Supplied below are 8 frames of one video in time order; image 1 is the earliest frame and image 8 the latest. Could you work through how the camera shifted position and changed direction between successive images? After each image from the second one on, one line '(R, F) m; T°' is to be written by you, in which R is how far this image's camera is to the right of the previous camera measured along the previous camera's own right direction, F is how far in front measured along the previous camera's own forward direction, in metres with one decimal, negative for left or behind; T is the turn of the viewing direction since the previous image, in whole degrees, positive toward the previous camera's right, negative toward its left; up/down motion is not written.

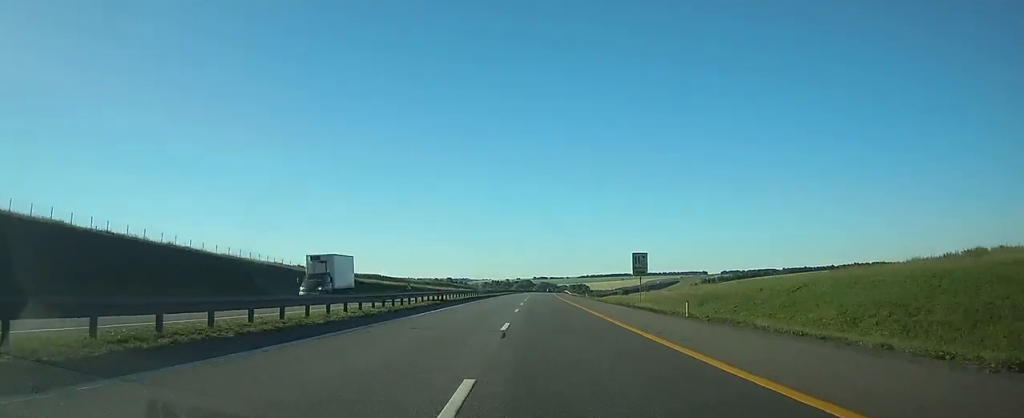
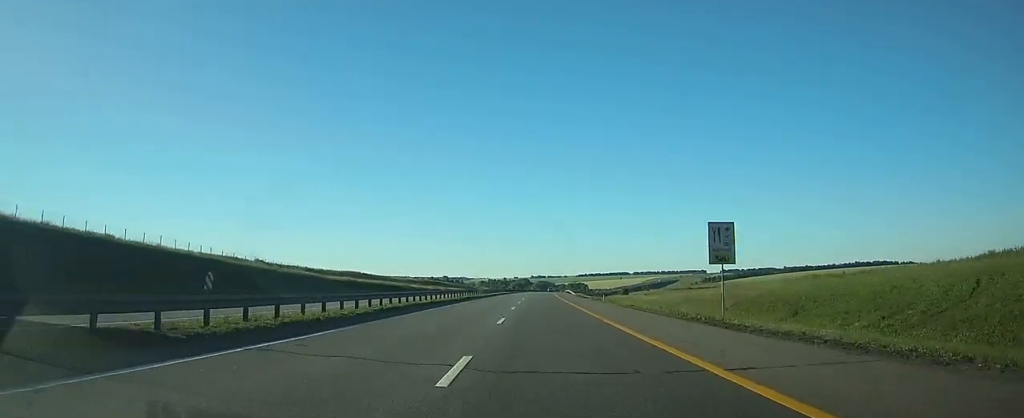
(0.0, +21.7) m; 0°
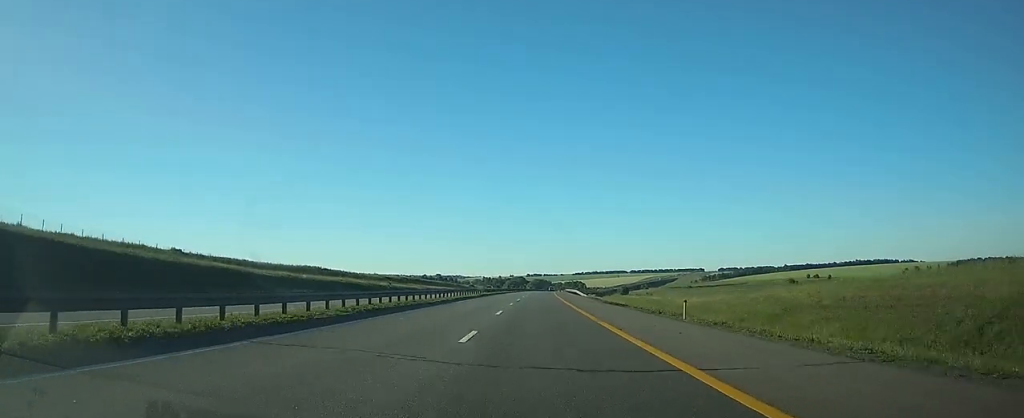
(0.0, +30.8) m; 0°
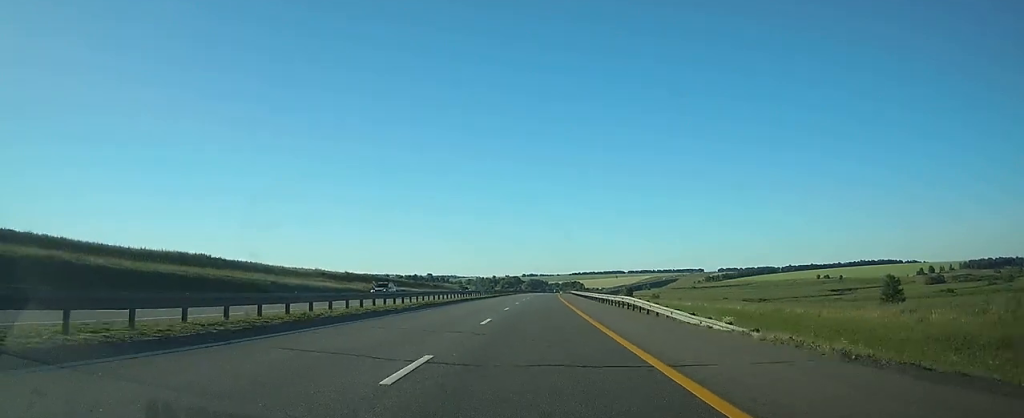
(+0.4, +53.6) m; 0°
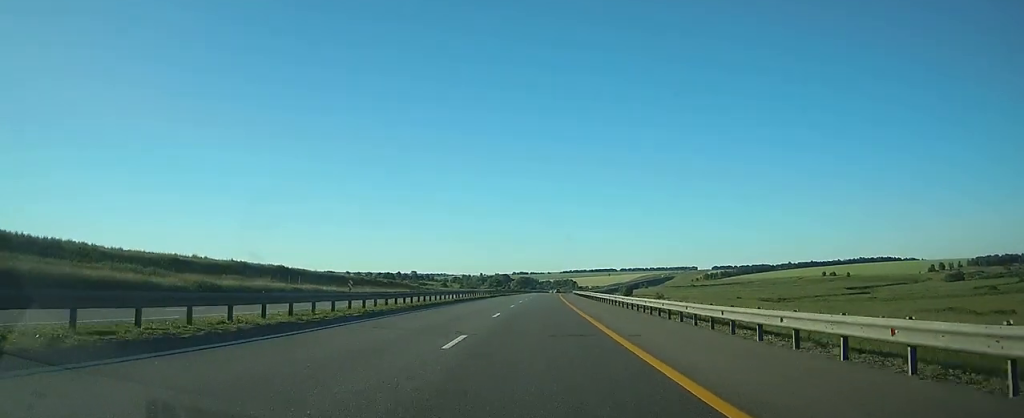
(+0.3, +55.8) m; +1°
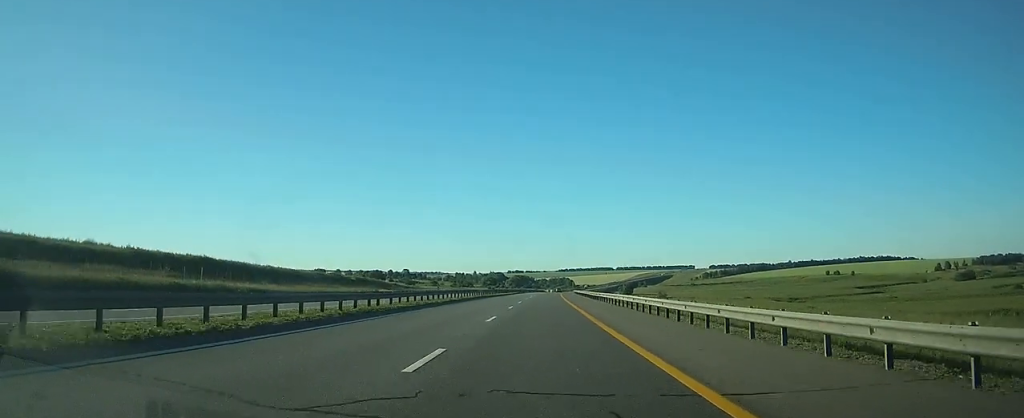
(+0.1, +27.3) m; 0°
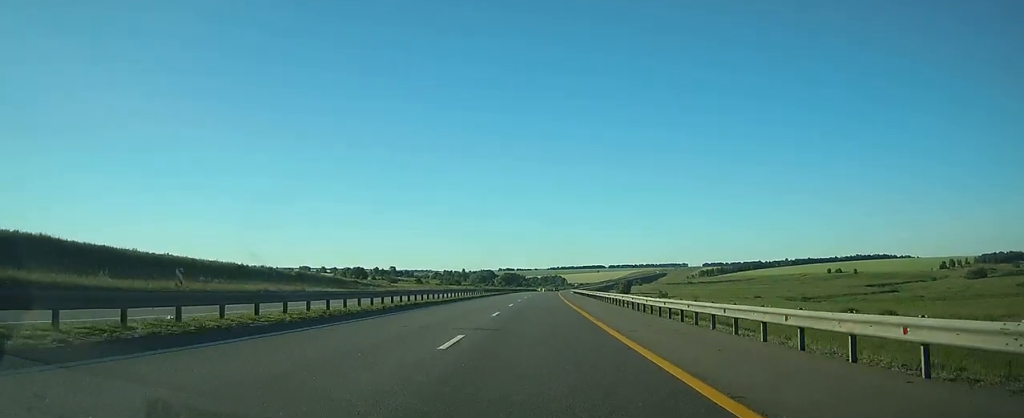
(0.0, +33.0) m; +1°
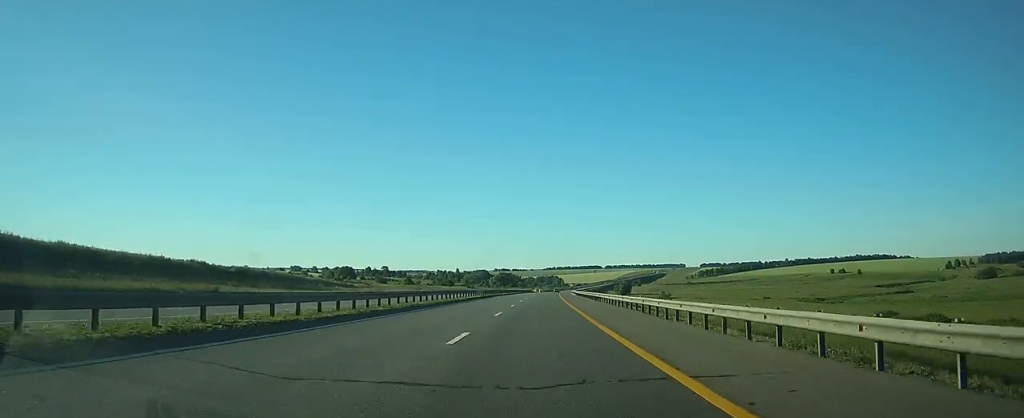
(+0.1, +22.8) m; +1°
